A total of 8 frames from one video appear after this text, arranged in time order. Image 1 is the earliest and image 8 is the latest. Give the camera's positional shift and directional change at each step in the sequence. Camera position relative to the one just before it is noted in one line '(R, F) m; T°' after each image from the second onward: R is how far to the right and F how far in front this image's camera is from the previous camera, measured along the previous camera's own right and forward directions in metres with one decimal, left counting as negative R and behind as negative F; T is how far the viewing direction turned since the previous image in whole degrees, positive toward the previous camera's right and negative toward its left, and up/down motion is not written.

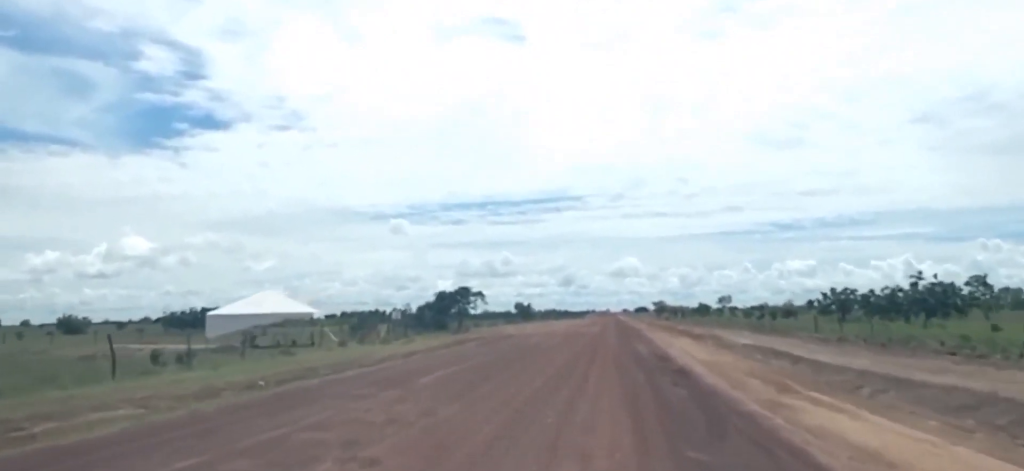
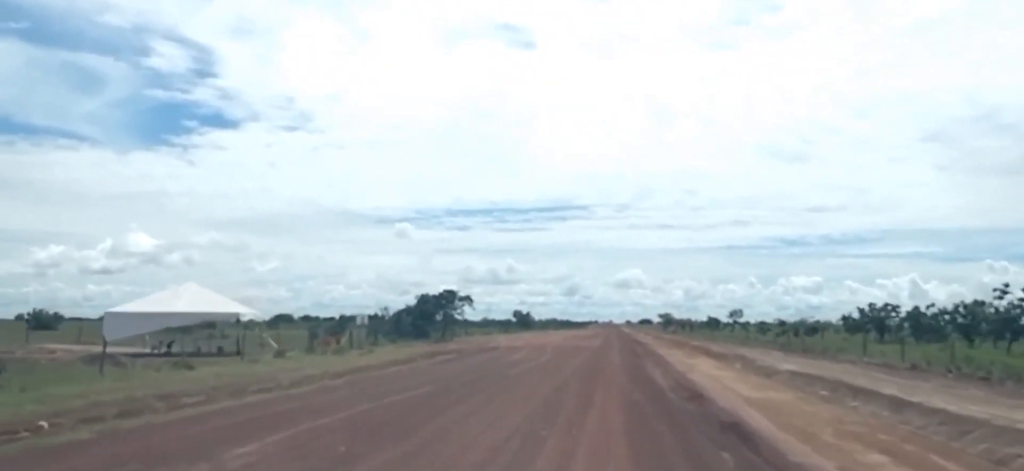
(0.0, +10.6) m; +1°
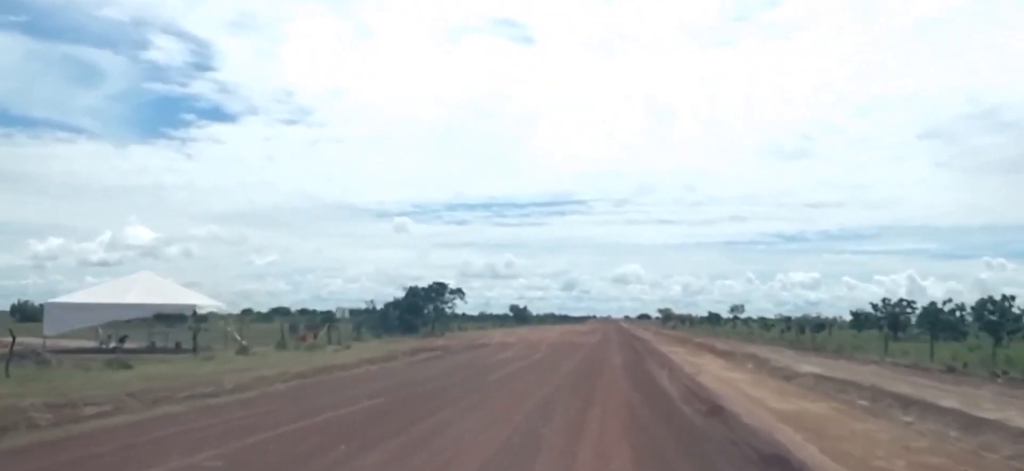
(0.0, +4.5) m; 0°
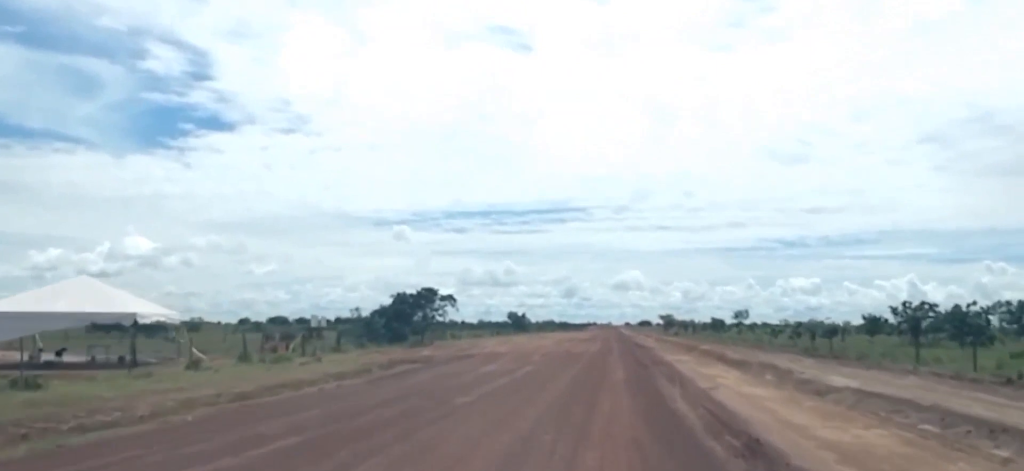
(0.0, +4.5) m; 0°
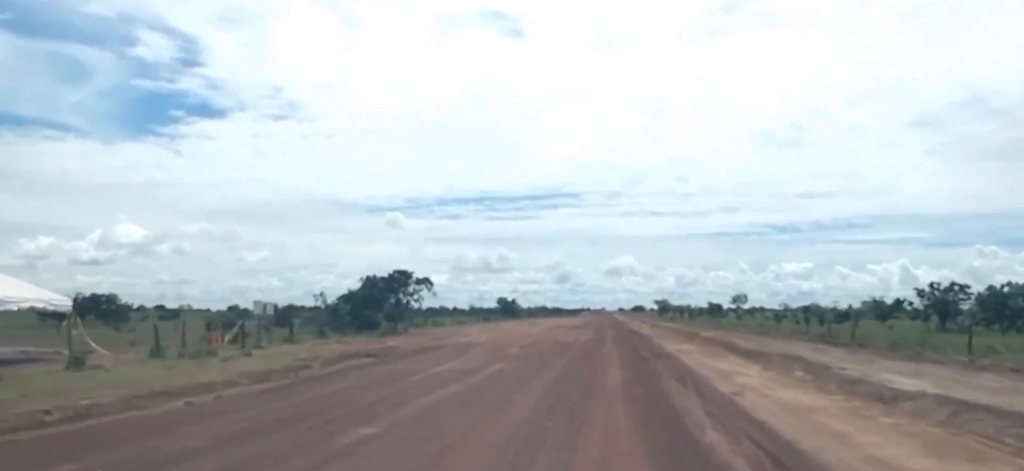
(0.0, +7.3) m; 0°
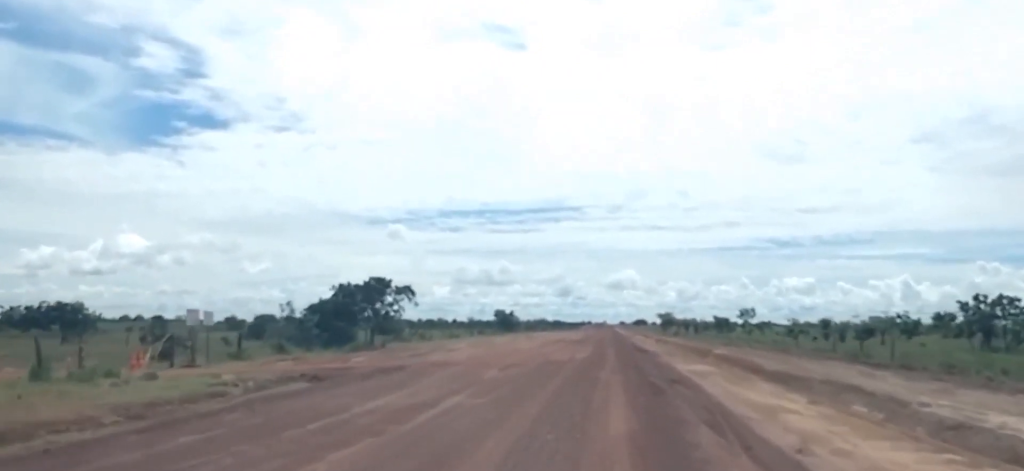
(0.0, +7.1) m; 0°
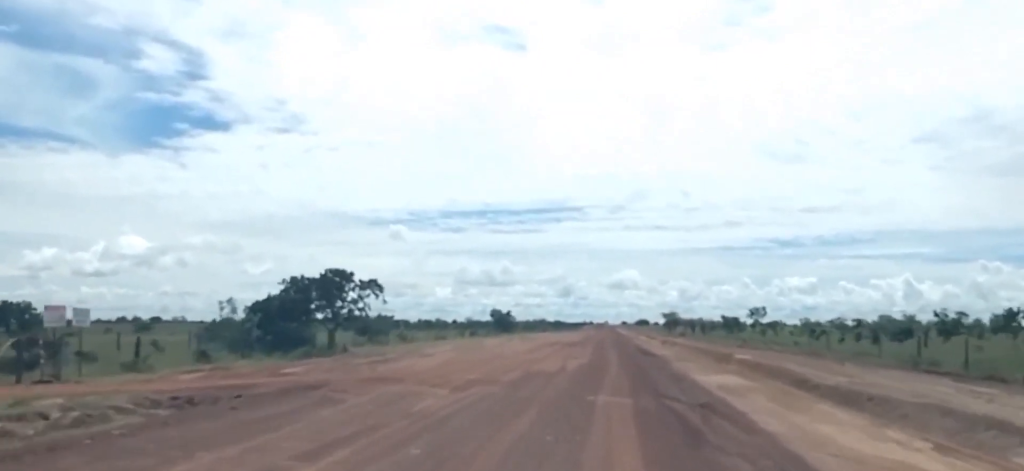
(0.0, +9.3) m; +1°
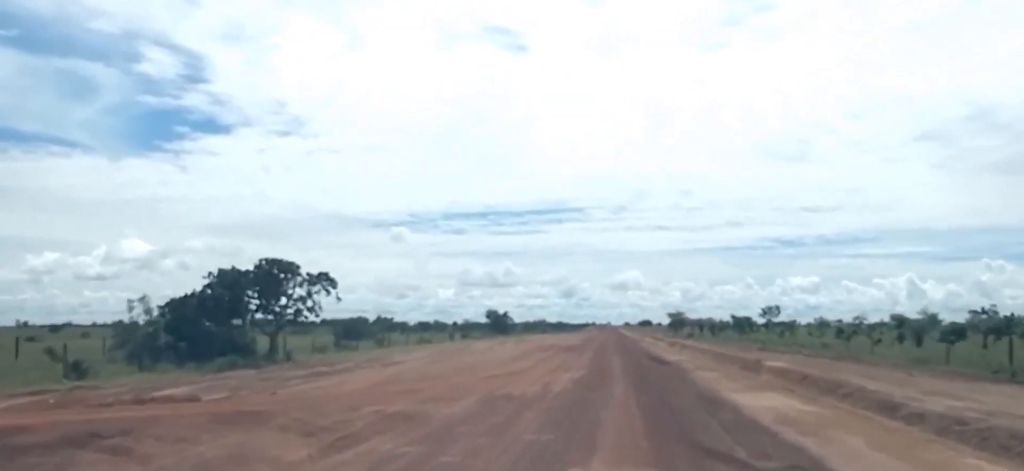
(+0.1, +10.0) m; +1°
